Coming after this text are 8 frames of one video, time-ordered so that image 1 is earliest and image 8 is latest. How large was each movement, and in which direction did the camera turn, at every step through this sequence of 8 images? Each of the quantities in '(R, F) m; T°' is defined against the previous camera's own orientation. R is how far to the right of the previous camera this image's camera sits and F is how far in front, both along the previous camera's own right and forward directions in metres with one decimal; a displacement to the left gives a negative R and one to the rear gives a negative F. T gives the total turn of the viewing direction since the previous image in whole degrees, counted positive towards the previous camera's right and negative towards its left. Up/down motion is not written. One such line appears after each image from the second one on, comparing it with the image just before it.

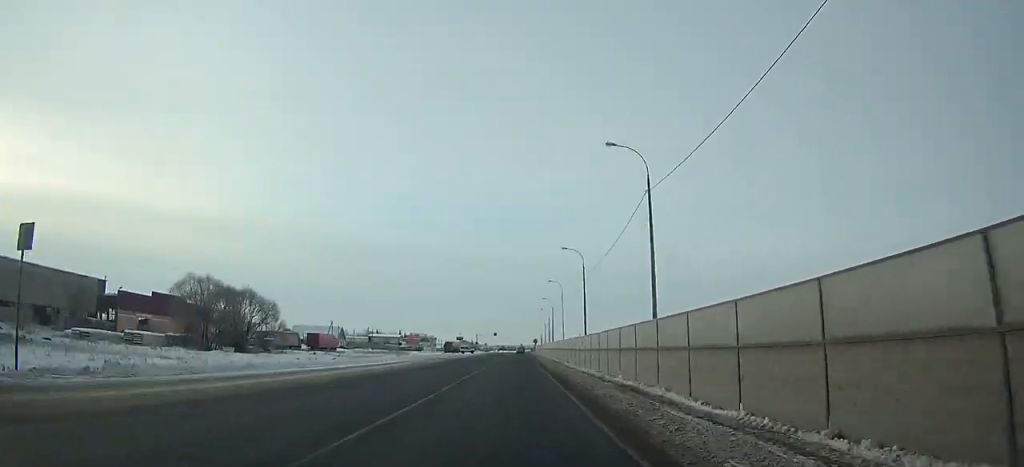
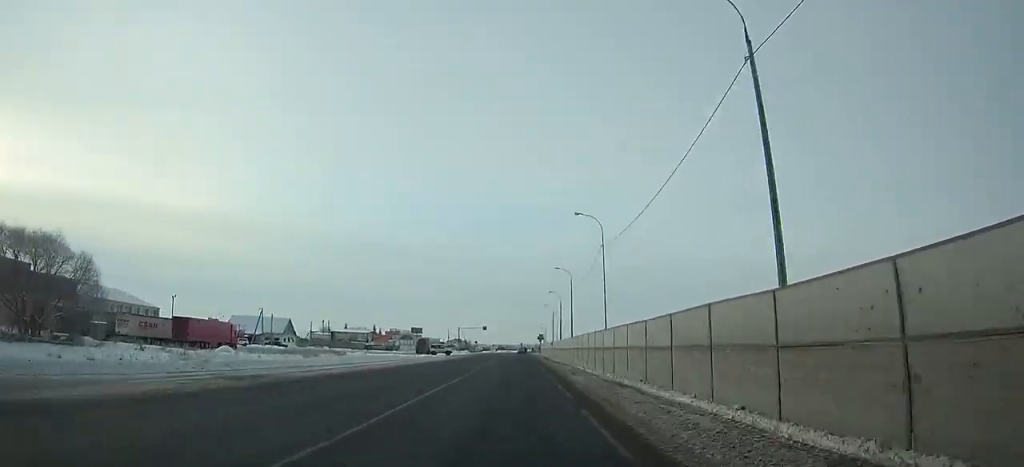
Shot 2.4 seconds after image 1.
(-0.1, +50.5) m; 0°
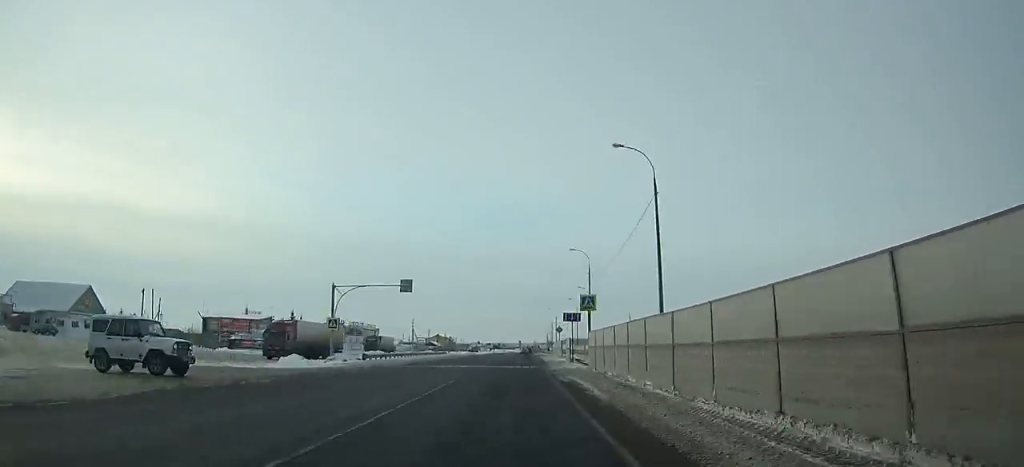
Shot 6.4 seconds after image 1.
(-0.2, +85.1) m; 0°
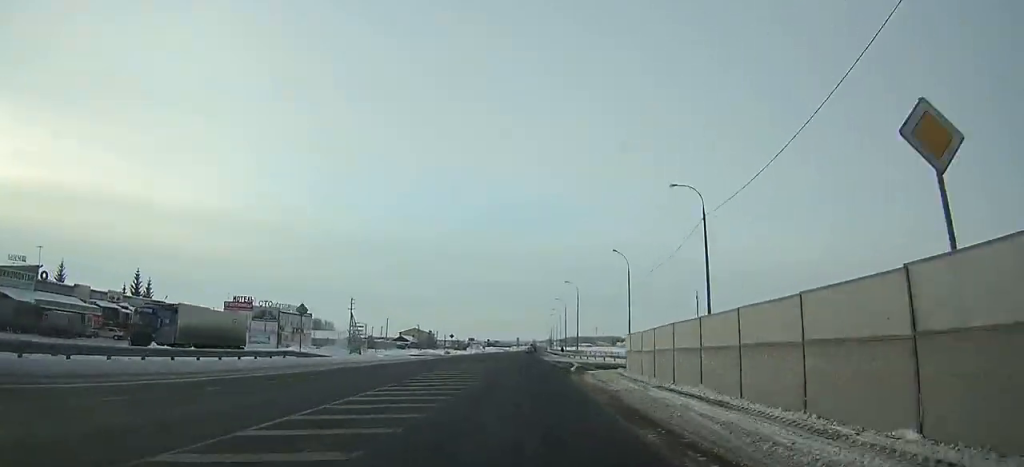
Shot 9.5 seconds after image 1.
(+0.3, +66.9) m; +1°
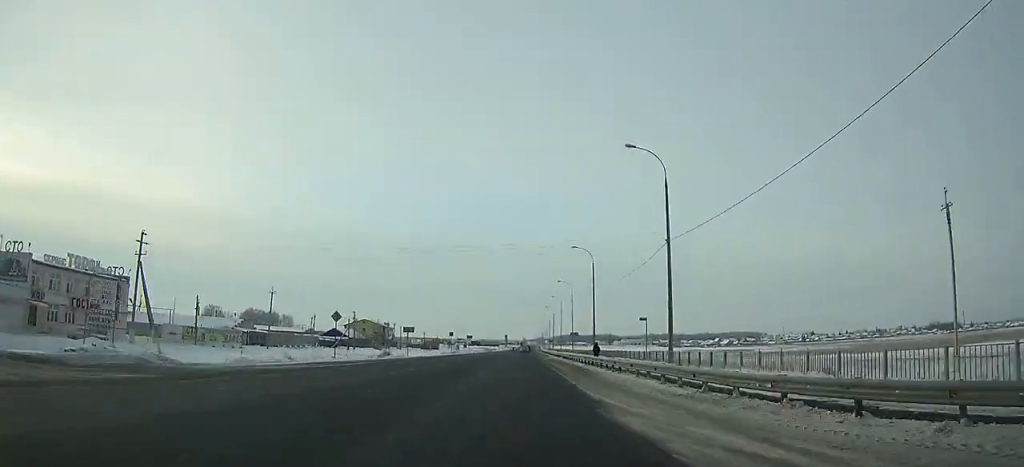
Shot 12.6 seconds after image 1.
(+0.5, +67.6) m; +1°
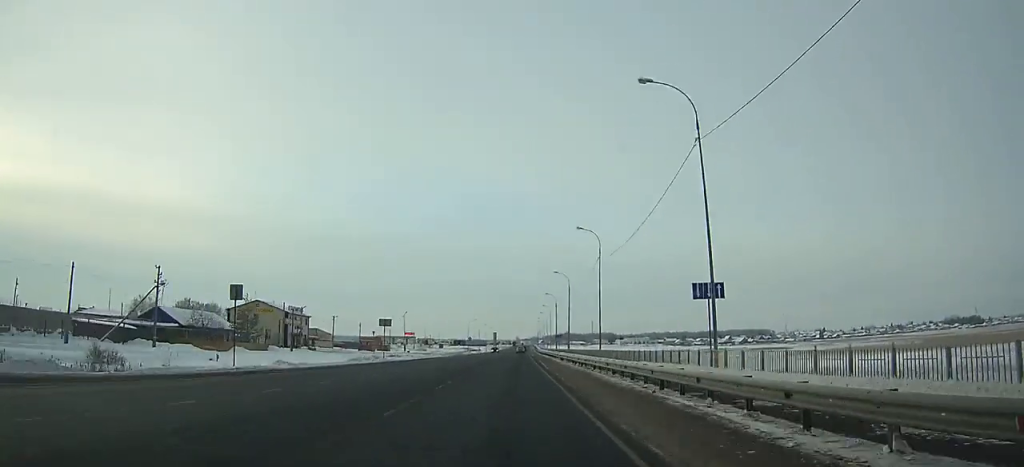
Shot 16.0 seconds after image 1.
(+0.4, +74.8) m; 0°
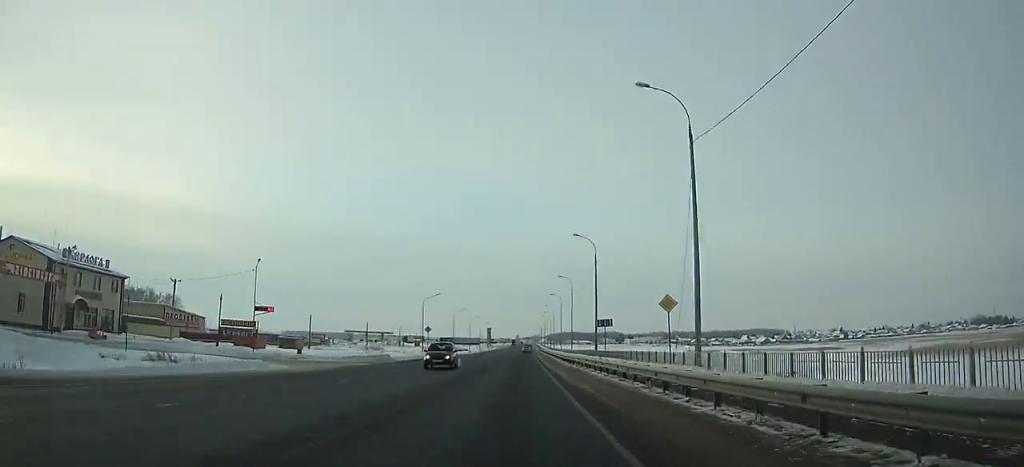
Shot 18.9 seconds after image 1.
(+0.1, +64.2) m; 0°
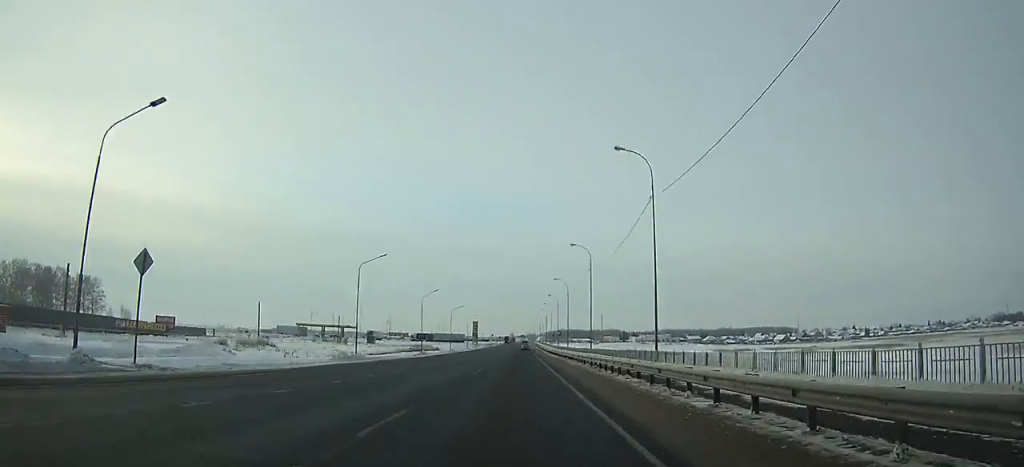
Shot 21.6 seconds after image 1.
(+0.2, +59.9) m; 0°
